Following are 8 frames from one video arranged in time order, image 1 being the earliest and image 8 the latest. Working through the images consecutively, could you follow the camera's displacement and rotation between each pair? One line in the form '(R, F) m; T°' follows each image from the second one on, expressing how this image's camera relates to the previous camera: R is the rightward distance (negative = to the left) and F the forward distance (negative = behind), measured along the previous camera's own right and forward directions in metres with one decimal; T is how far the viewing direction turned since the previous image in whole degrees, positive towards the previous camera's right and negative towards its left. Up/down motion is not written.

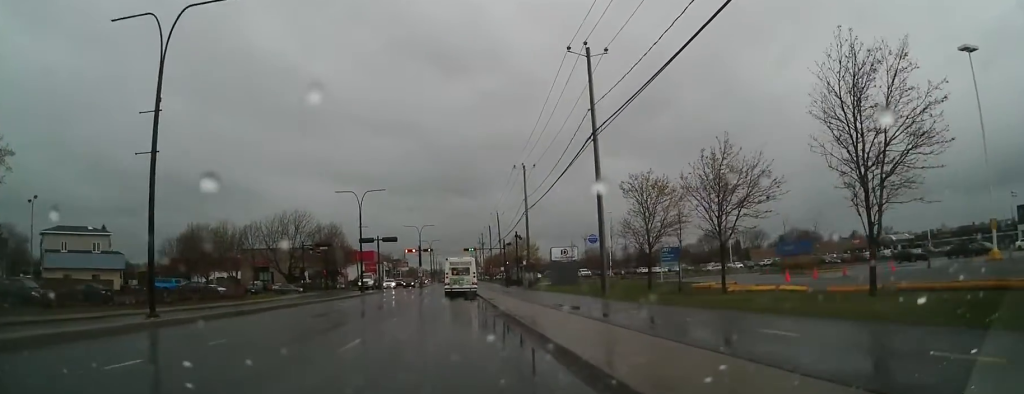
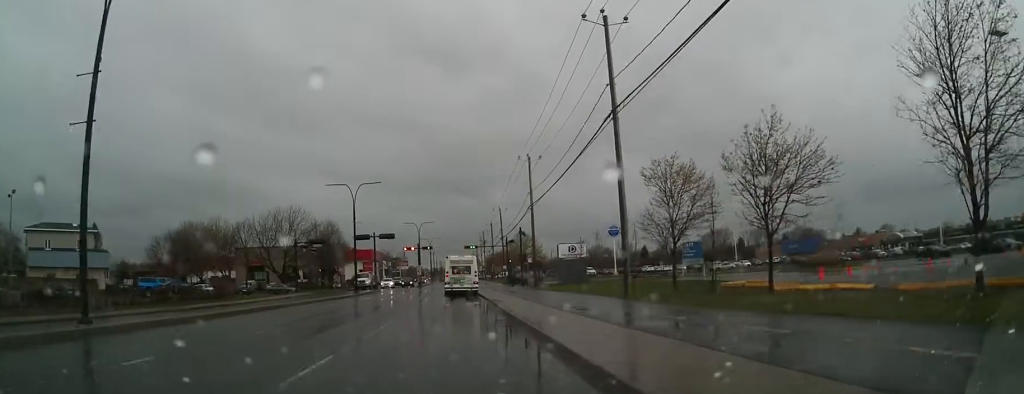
(0.0, +3.7) m; -1°
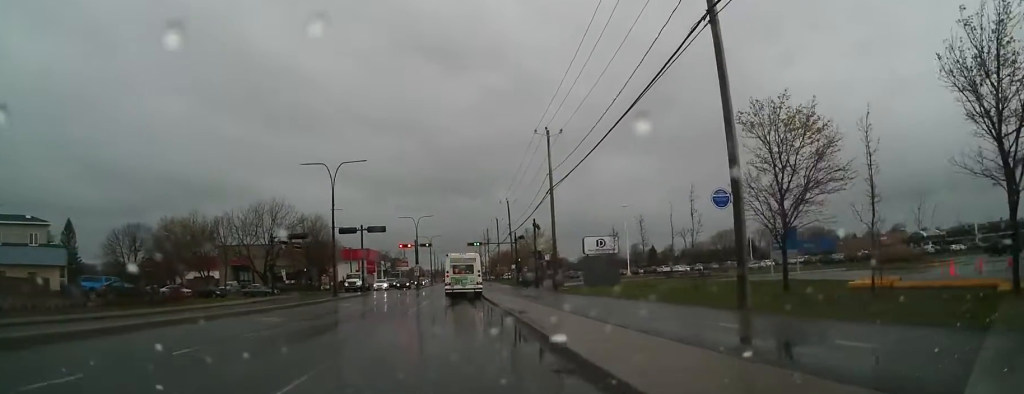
(-0.2, +10.4) m; -2°
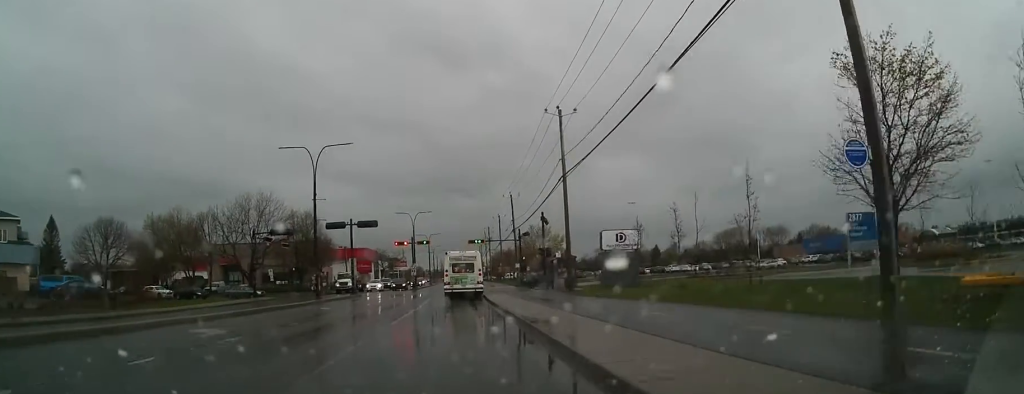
(0.0, +6.4) m; 0°
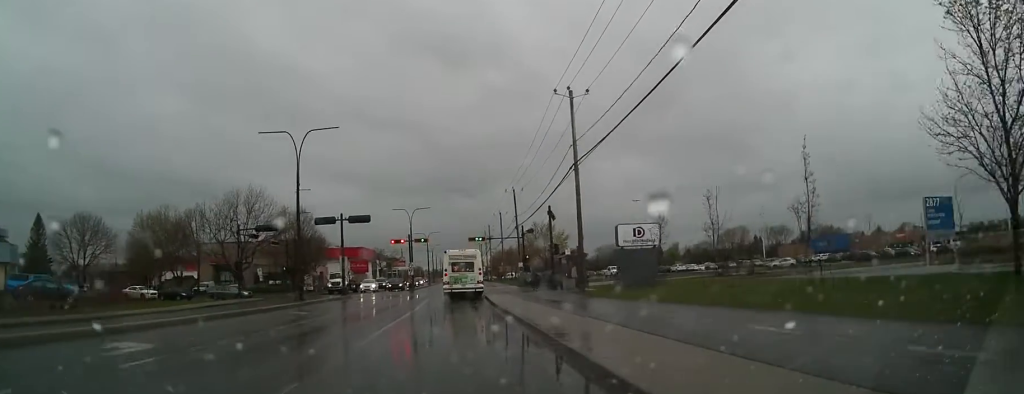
(0.0, +4.6) m; 0°
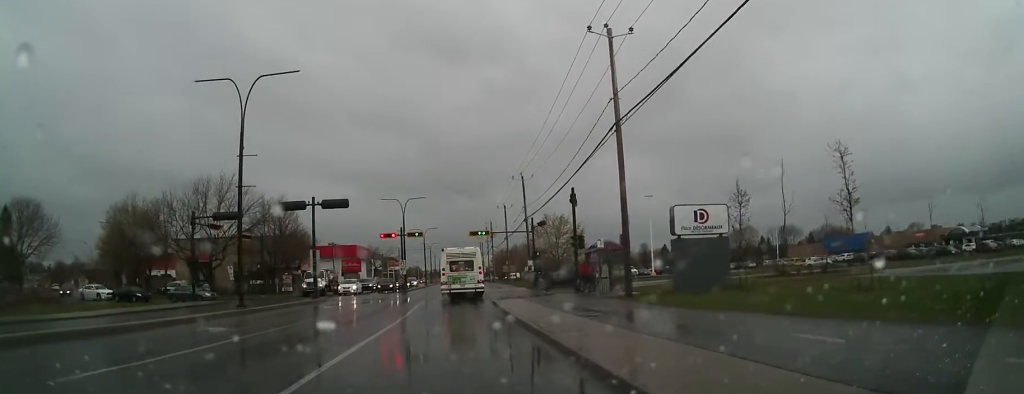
(+0.1, +10.5) m; +1°
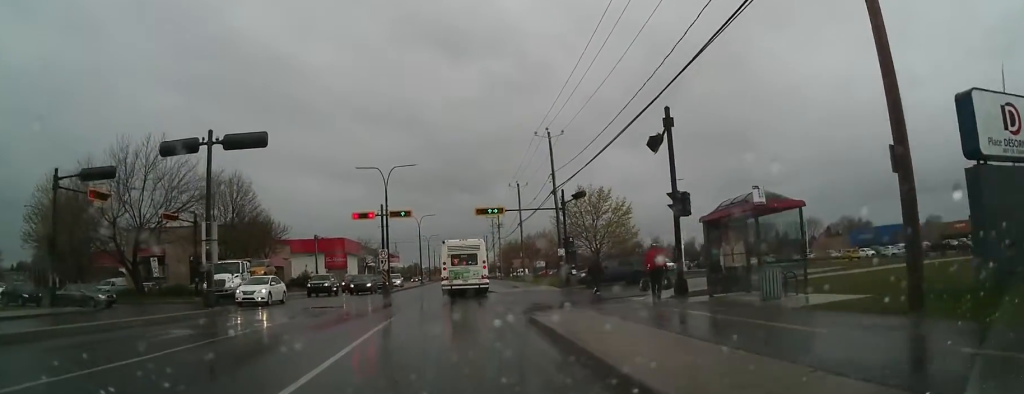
(0.0, +17.9) m; -3°
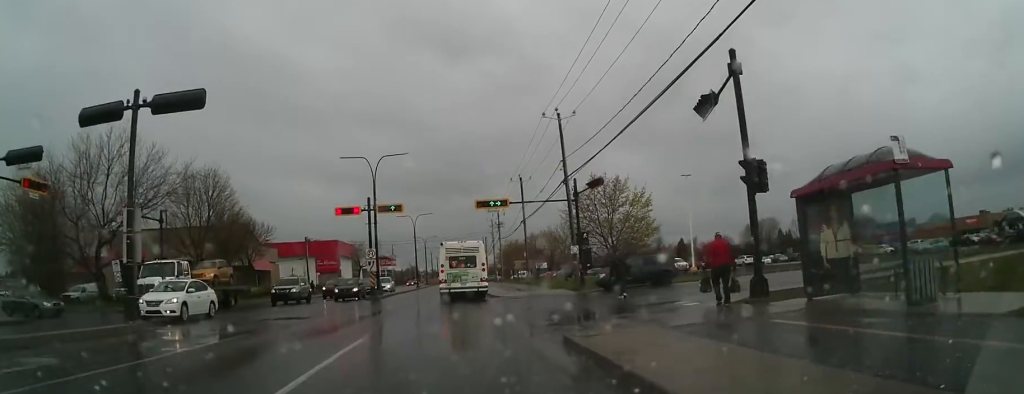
(-0.2, +5.7) m; +1°
